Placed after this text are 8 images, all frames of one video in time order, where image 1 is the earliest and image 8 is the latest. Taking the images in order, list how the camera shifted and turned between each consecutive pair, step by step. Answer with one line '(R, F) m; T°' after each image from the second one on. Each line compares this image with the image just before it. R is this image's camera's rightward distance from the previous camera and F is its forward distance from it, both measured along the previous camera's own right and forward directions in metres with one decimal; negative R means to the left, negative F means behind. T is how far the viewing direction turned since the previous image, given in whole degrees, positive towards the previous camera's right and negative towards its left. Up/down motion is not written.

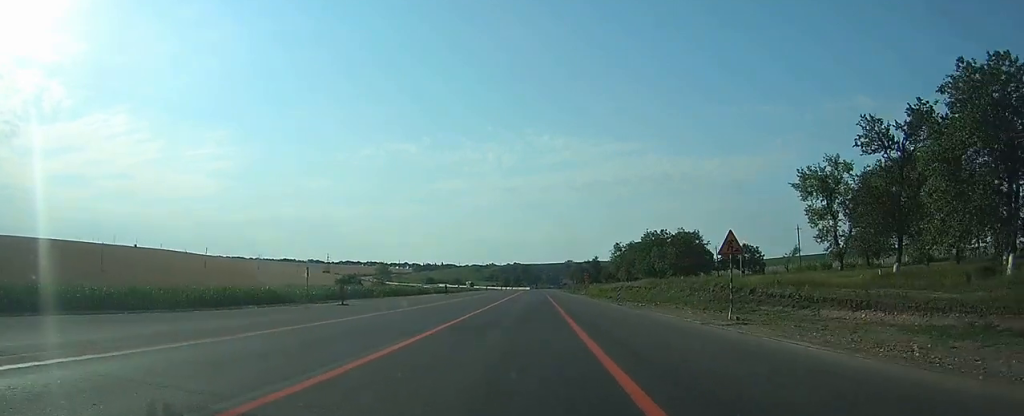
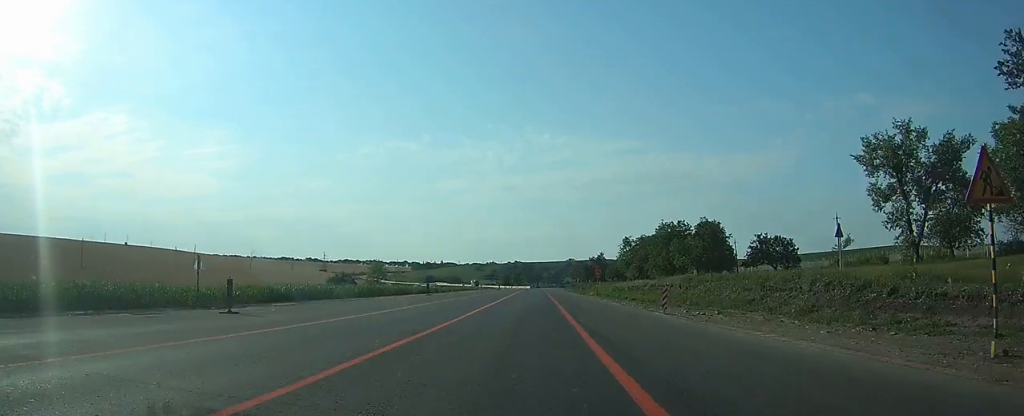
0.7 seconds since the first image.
(0.0, +14.7) m; 0°
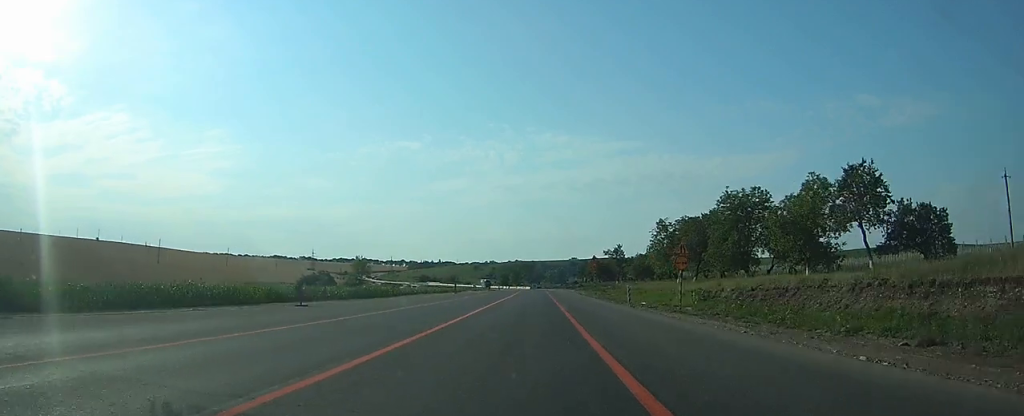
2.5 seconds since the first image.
(-0.2, +38.5) m; -1°
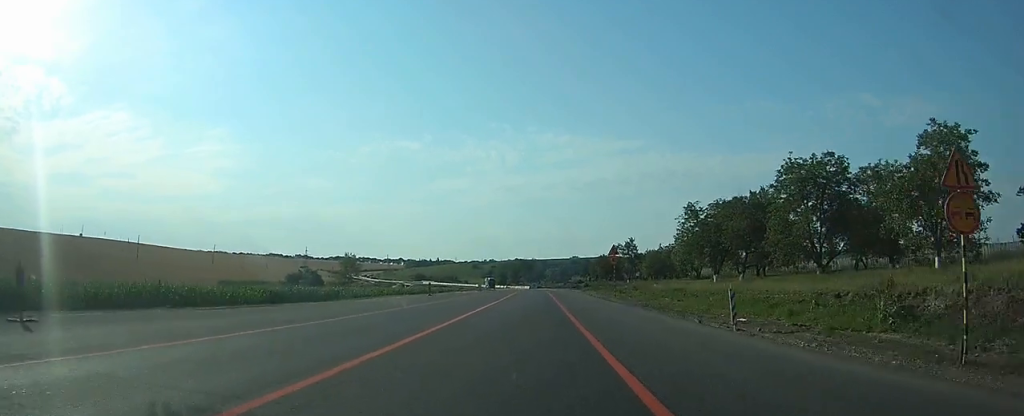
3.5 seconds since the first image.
(-0.1, +19.6) m; 0°
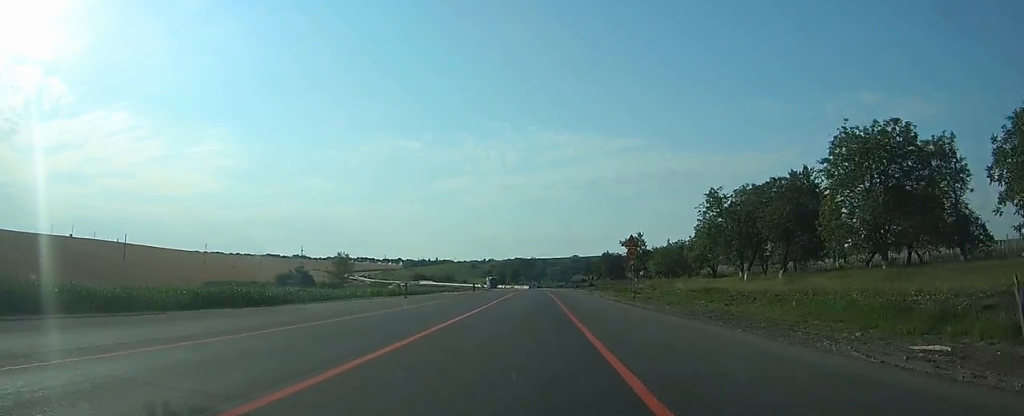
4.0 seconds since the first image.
(0.0, +11.1) m; 0°
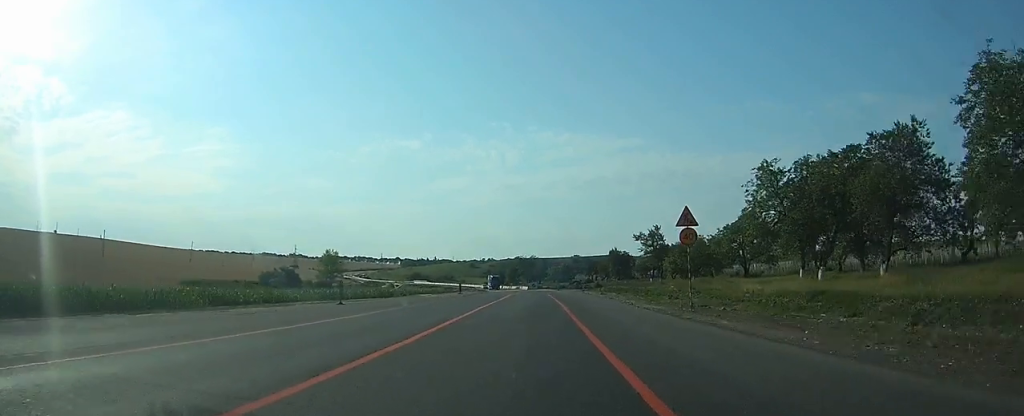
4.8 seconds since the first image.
(0.0, +17.3) m; 0°
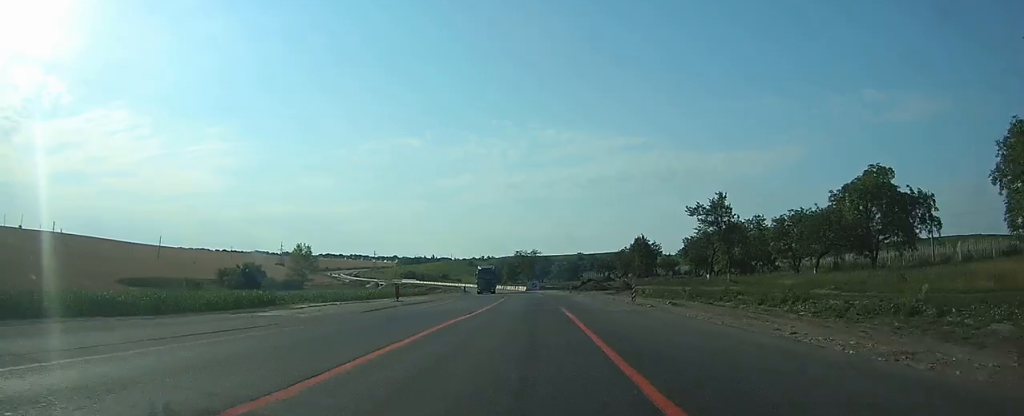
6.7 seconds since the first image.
(-0.3, +37.5) m; -1°
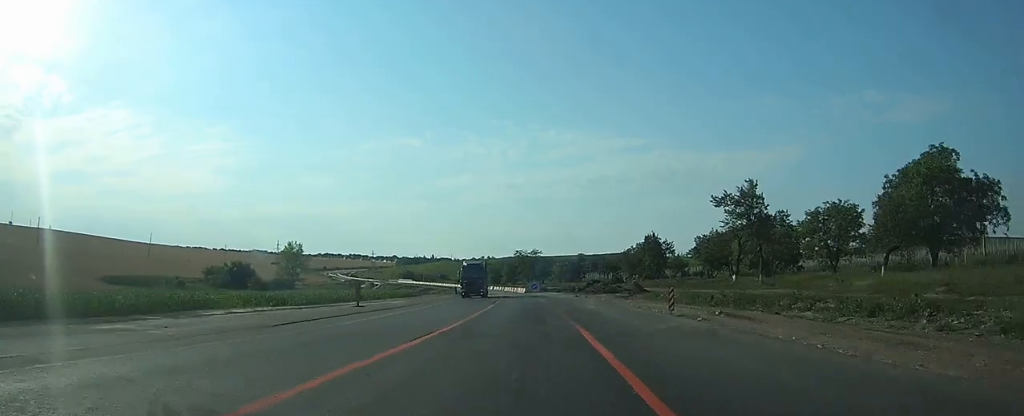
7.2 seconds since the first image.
(0.0, +10.0) m; 0°
